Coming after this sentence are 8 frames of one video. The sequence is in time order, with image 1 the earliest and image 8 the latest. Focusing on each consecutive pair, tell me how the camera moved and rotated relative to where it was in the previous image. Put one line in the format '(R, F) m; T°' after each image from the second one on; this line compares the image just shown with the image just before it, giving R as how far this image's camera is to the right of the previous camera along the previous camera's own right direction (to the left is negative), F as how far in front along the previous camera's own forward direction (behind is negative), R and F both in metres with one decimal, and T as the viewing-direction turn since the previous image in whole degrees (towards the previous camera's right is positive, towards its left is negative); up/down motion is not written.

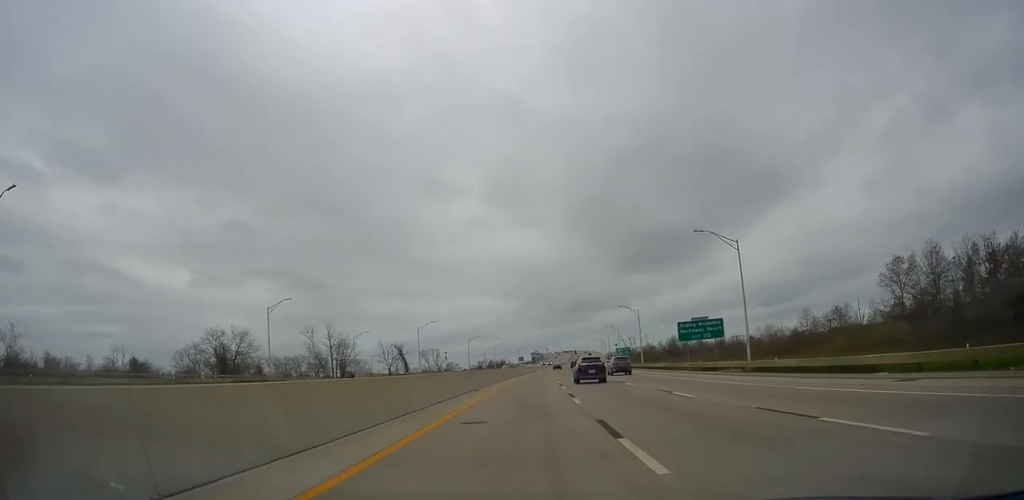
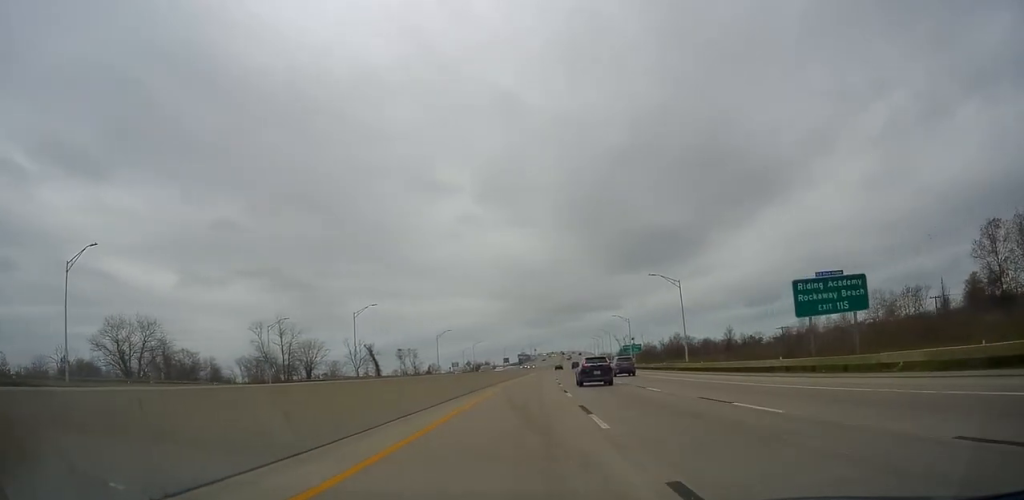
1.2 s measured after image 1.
(0.0, +31.5) m; +1°
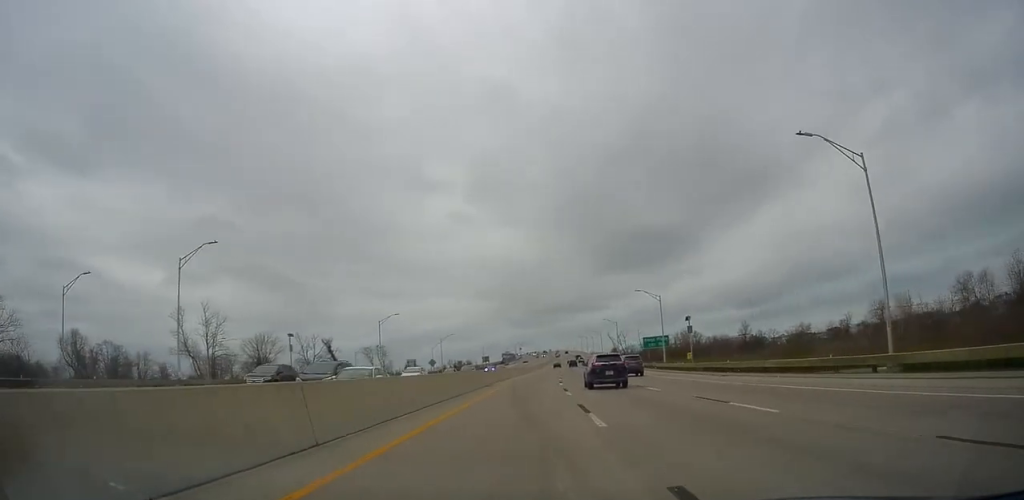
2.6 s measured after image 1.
(+0.5, +36.0) m; +2°
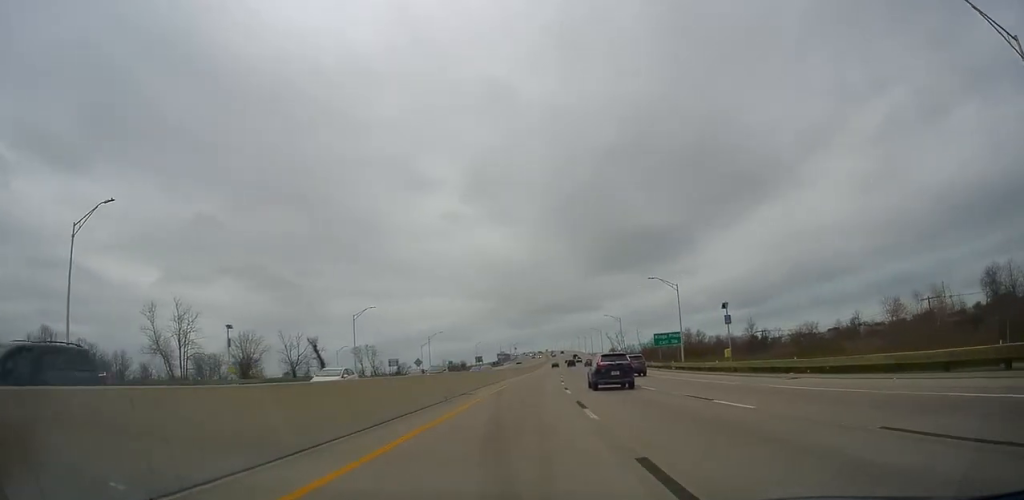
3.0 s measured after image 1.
(+0.2, +10.5) m; 0°
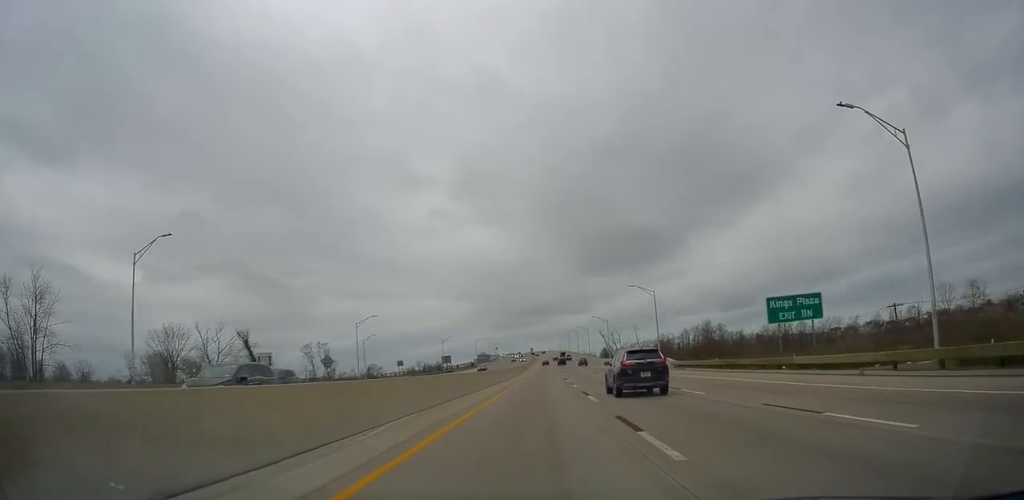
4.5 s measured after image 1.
(+0.4, +41.8) m; +1°
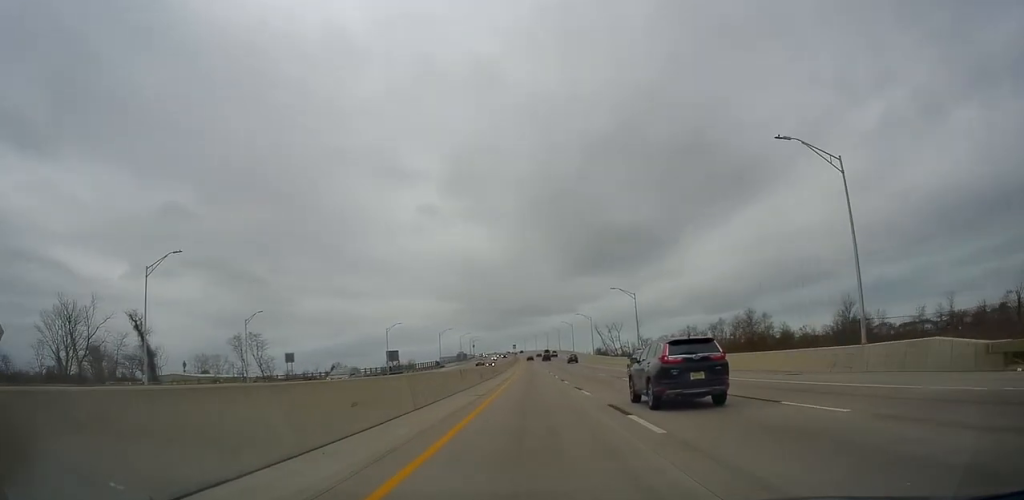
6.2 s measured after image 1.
(+1.3, +45.6) m; +2°
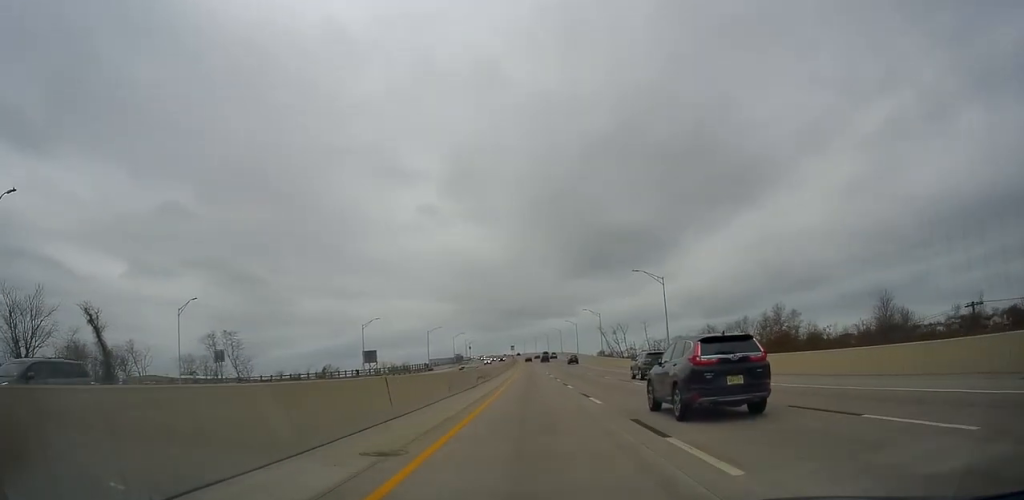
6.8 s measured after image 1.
(-0.1, +15.7) m; 0°
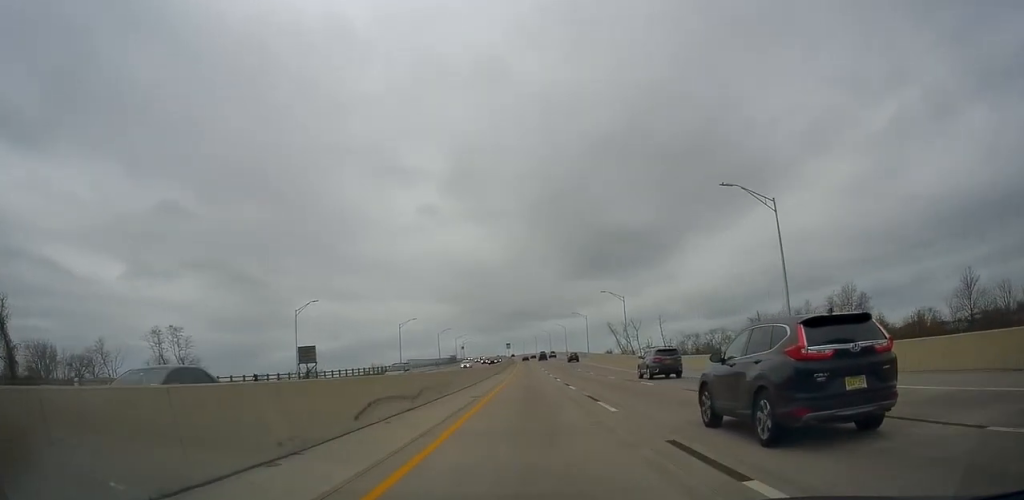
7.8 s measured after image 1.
(0.0, +27.4) m; +1°
